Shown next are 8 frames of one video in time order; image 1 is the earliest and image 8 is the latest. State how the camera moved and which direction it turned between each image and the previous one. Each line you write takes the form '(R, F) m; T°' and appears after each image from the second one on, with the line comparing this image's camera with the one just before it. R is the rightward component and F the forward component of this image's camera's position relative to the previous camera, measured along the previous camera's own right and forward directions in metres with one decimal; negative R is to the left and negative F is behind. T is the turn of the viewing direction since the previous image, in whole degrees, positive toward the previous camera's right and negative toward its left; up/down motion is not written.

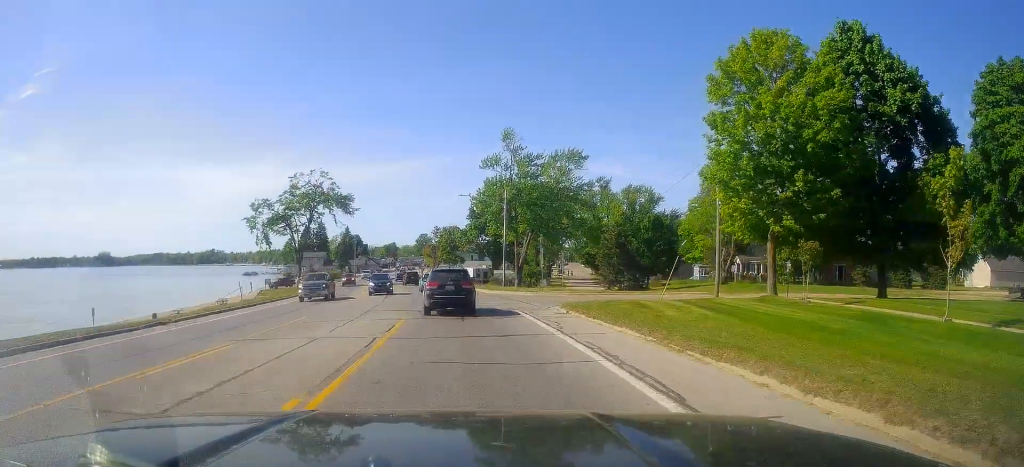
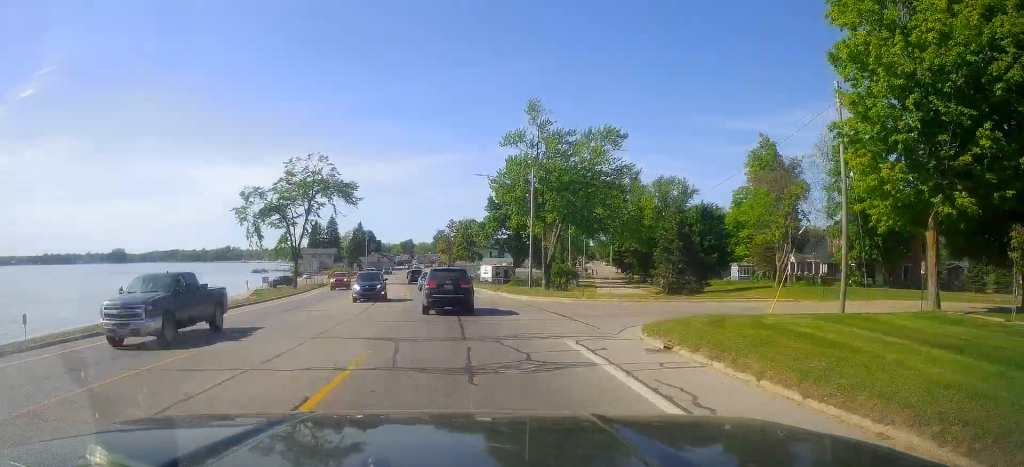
(-0.3, +10.4) m; -3°
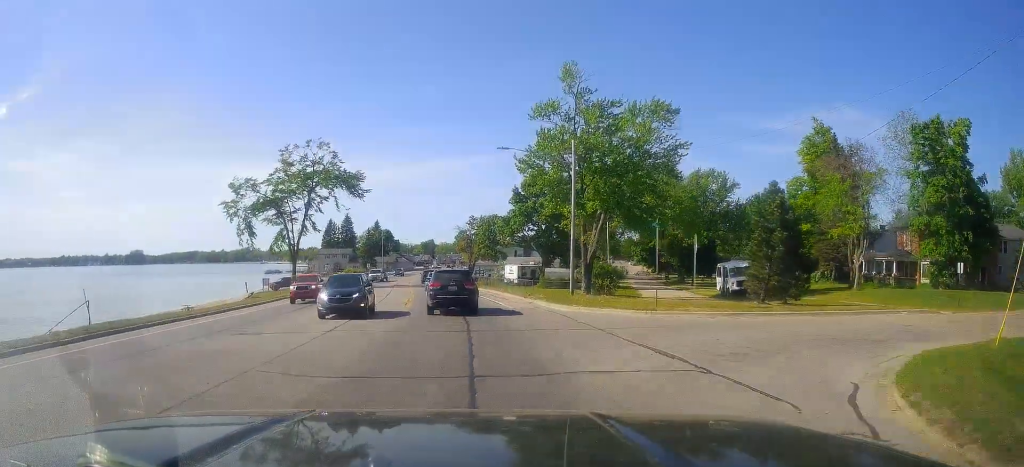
(-0.4, +9.9) m; -3°
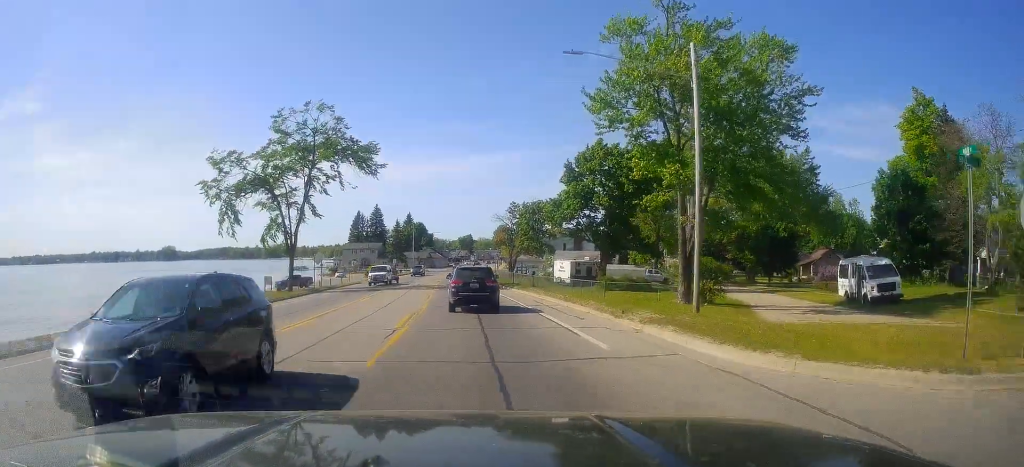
(-0.4, +14.5) m; -2°
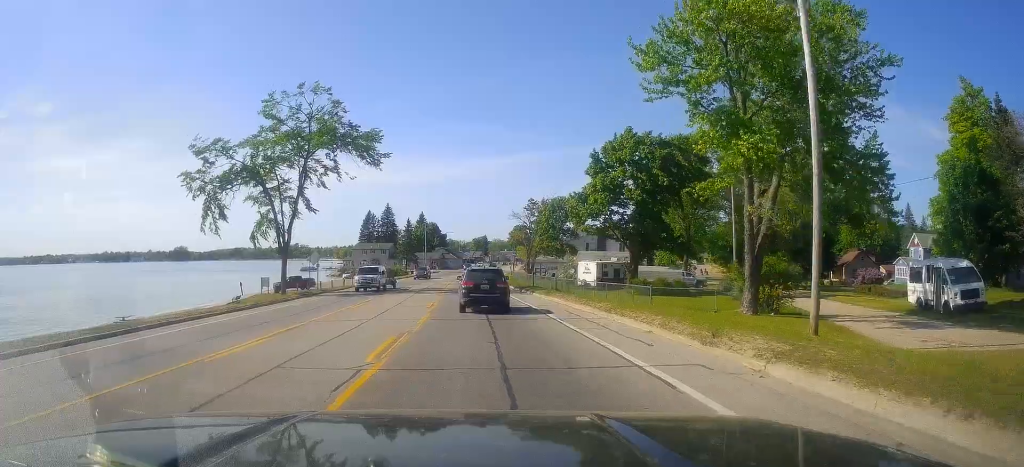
(+0.1, +6.3) m; -1°
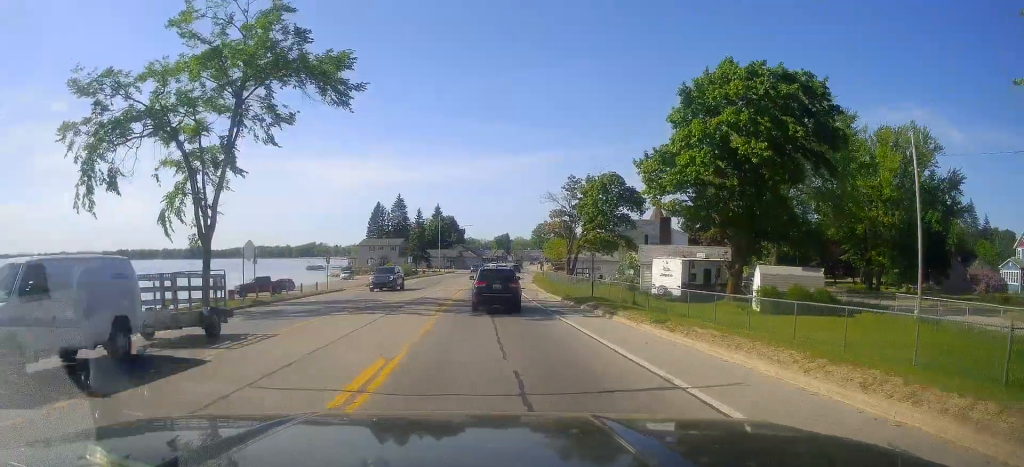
(-0.4, +18.9) m; -1°
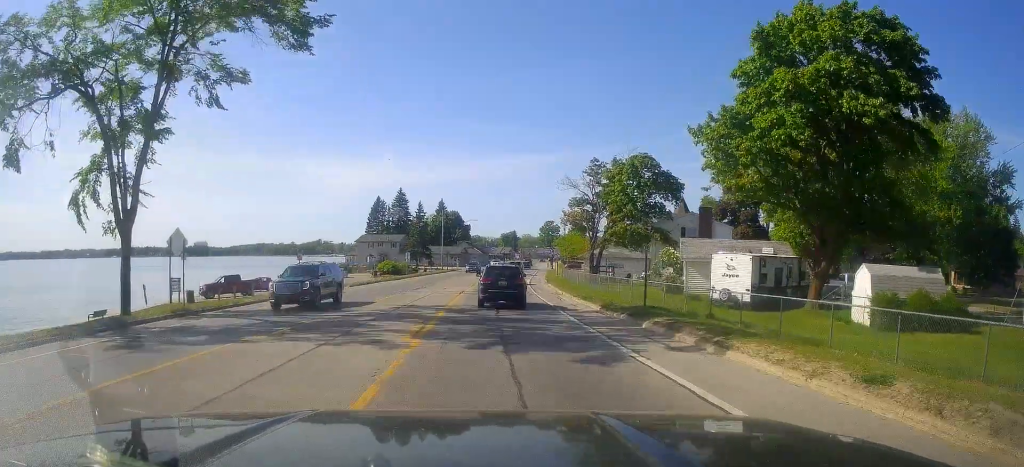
(+0.1, +9.3) m; 0°
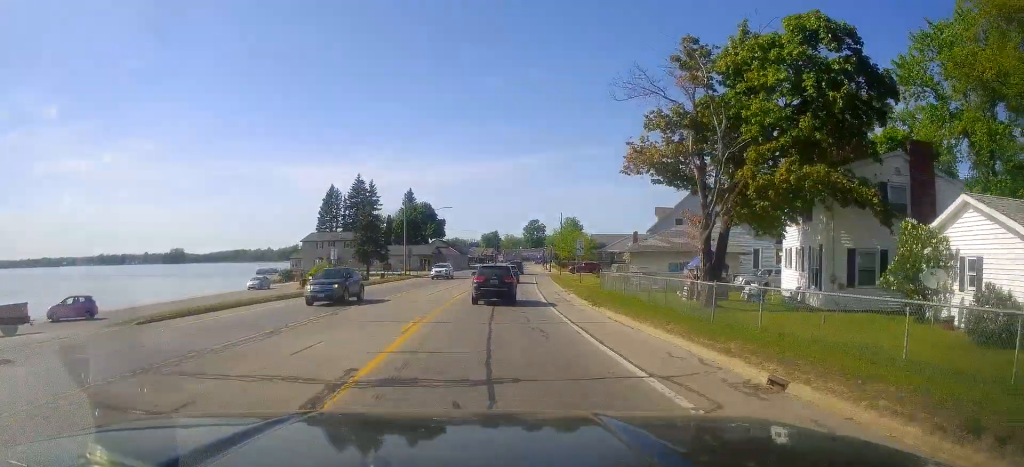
(+0.2, +28.8) m; +2°
